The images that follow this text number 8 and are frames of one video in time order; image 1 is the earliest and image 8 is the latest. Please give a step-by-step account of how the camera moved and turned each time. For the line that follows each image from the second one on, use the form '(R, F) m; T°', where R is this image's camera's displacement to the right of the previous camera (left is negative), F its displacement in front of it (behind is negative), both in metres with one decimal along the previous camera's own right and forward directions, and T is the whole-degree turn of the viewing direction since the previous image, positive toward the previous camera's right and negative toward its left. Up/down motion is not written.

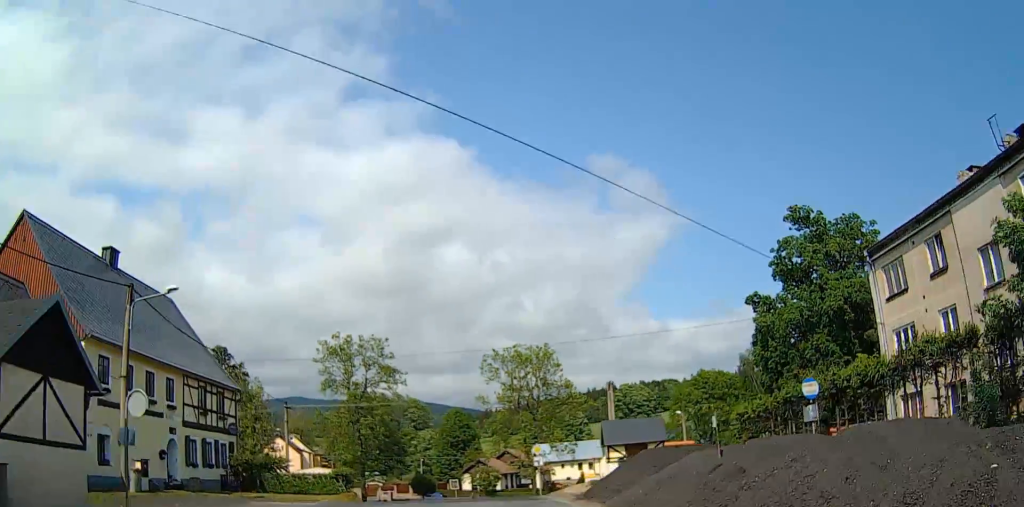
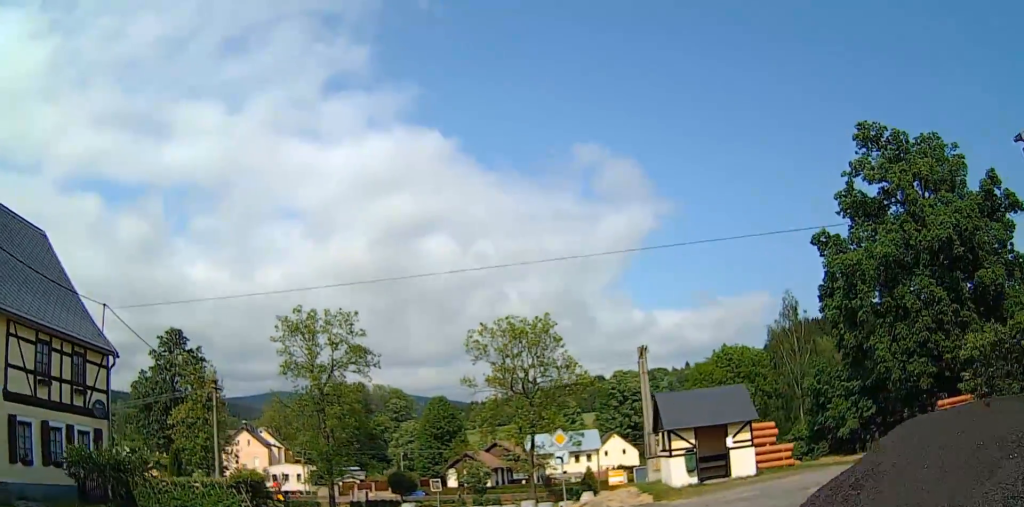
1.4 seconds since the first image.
(-1.1, +13.3) m; -5°
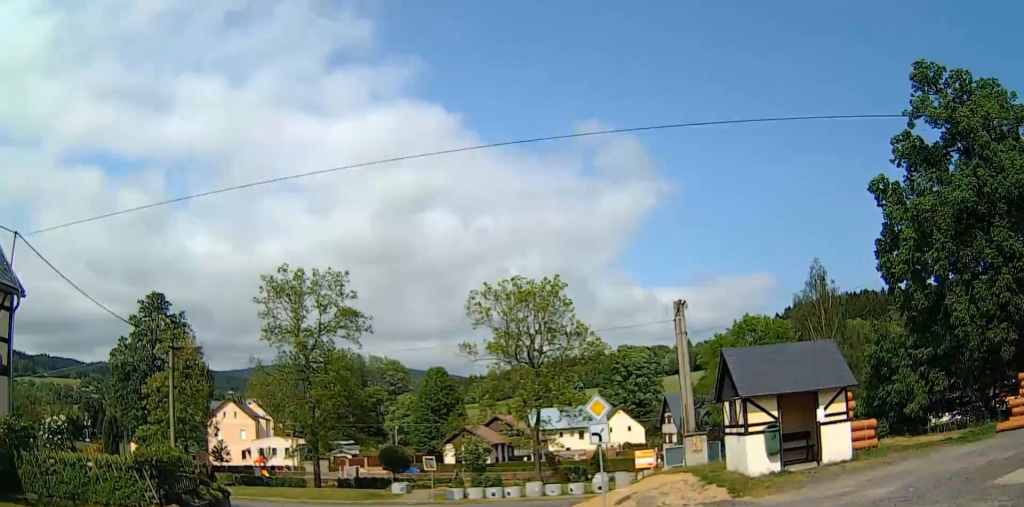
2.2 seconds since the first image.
(+0.5, +6.5) m; +5°
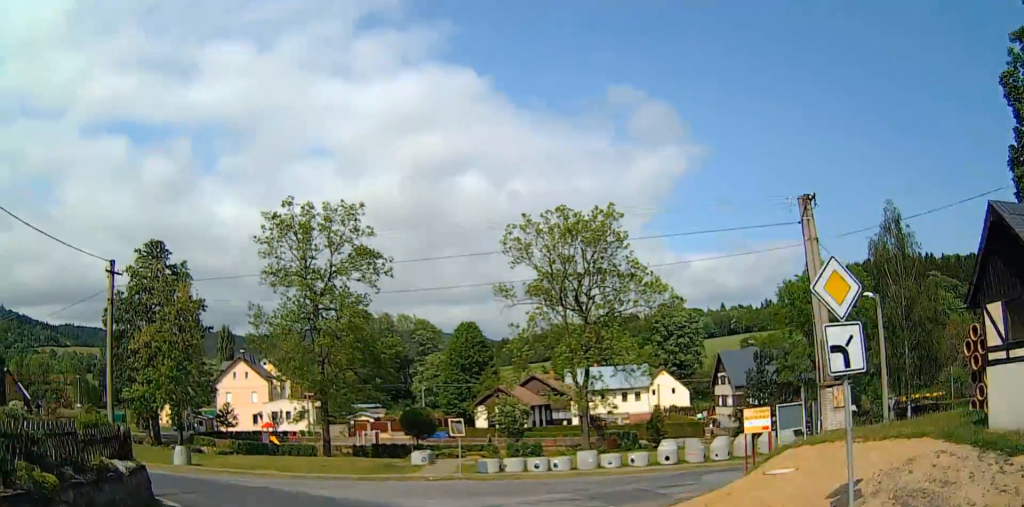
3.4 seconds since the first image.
(+0.5, +9.9) m; -2°
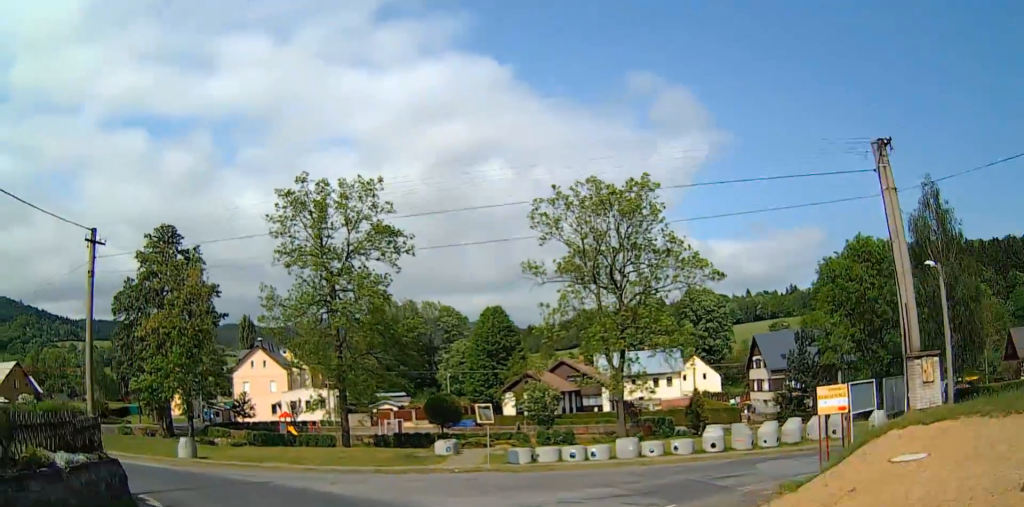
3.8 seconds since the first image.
(-0.1, +3.4) m; -2°
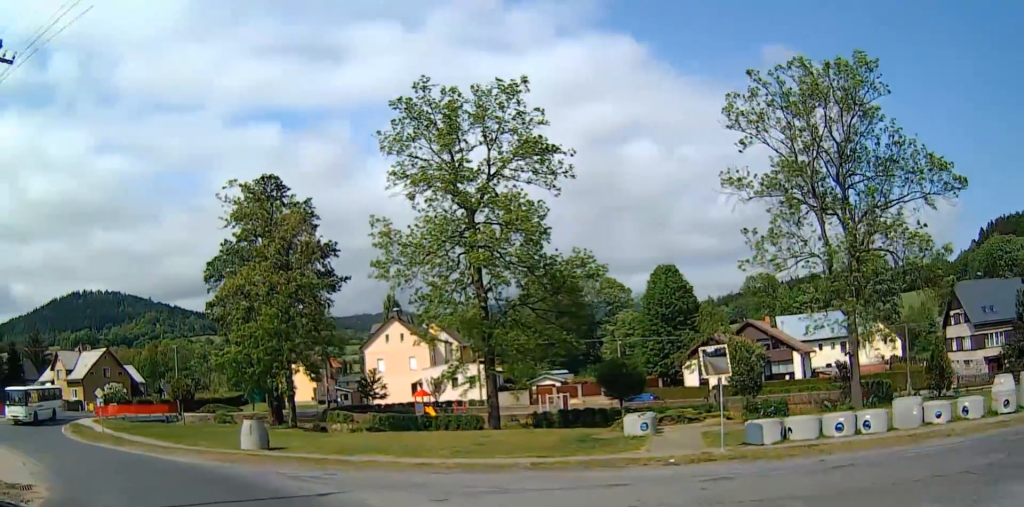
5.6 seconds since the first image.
(-1.0, +13.1) m; -14°
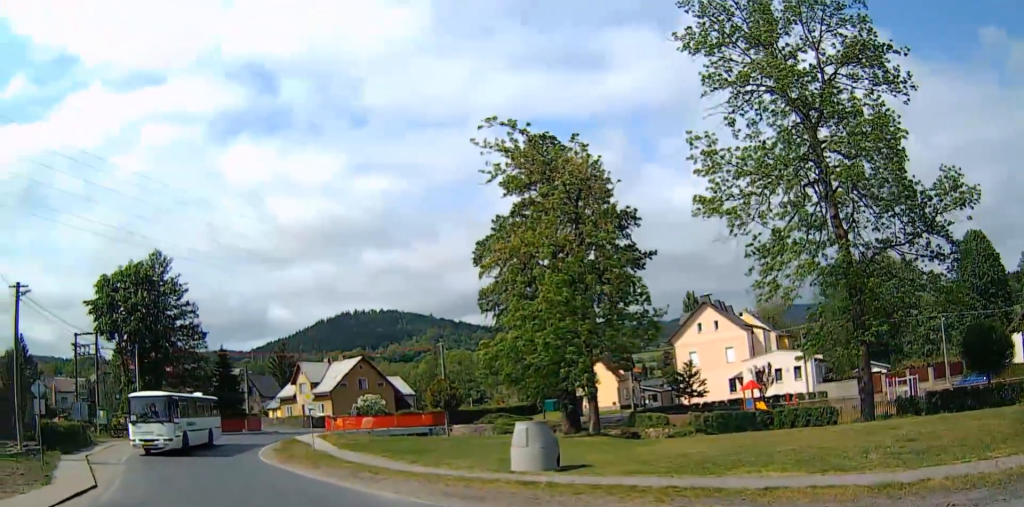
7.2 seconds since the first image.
(-2.5, +10.7) m; -21°
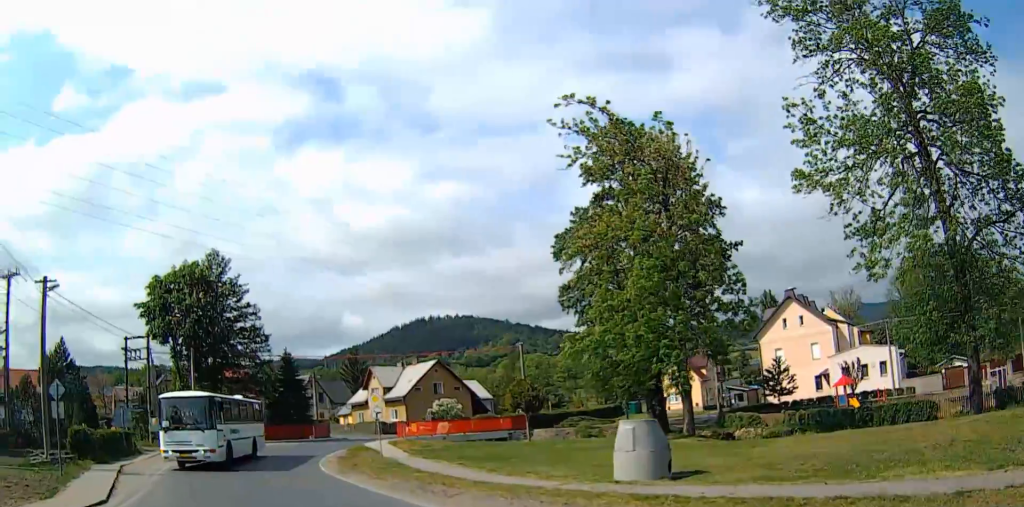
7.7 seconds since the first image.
(0.0, +2.9) m; -5°
